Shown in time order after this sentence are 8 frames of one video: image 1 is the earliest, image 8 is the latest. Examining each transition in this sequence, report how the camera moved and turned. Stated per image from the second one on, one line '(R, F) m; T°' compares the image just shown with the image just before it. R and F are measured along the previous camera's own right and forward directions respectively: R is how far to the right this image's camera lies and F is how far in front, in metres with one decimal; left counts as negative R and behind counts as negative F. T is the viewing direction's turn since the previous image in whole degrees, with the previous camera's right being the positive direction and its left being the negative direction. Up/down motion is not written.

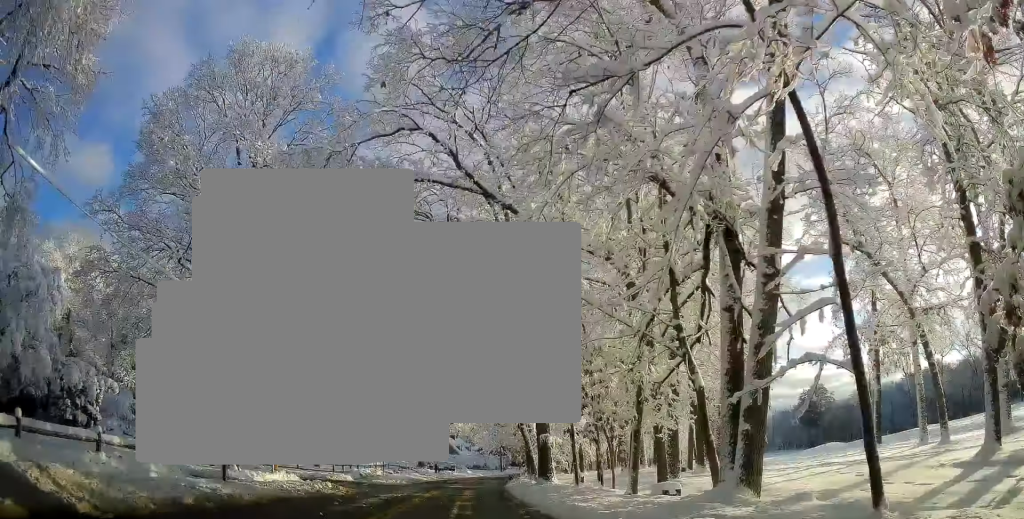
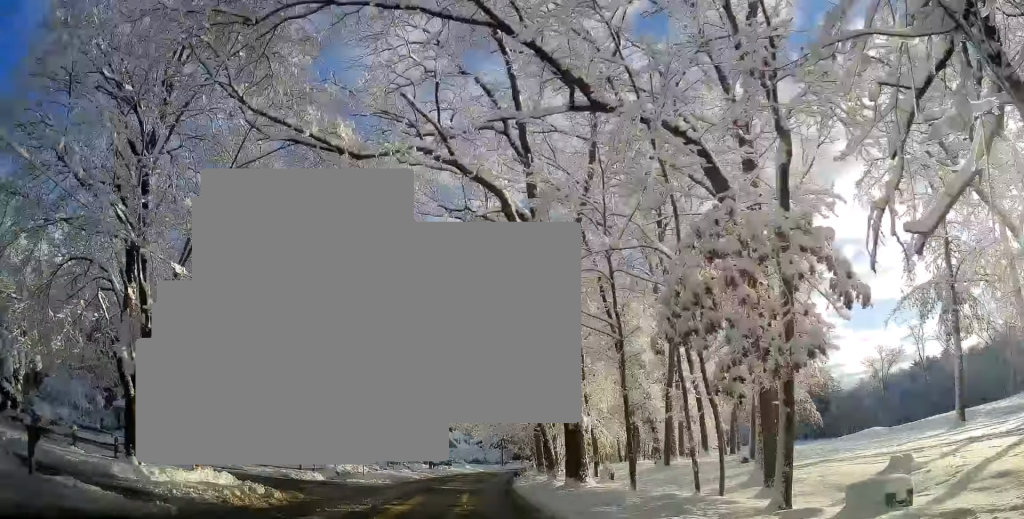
(-0.1, +7.3) m; -2°
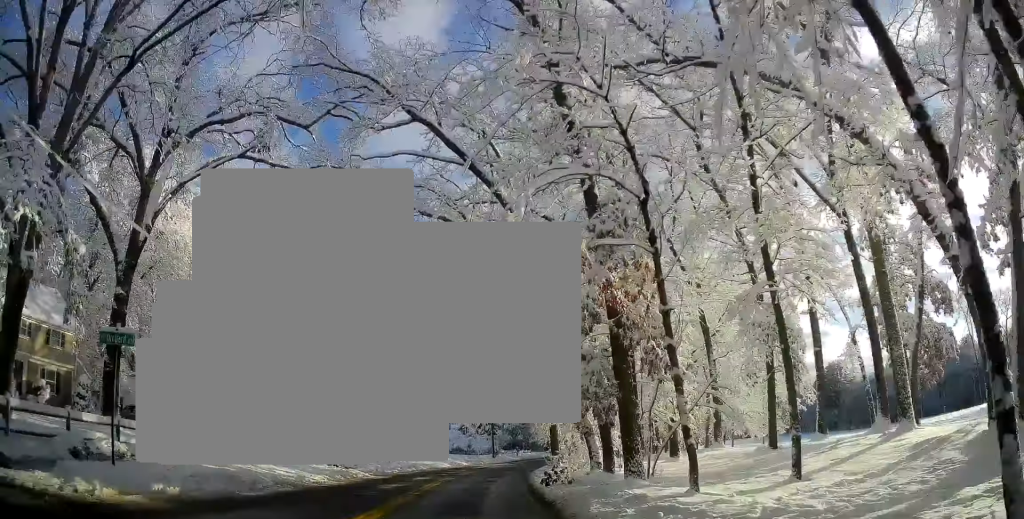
(-0.9, +23.2) m; +2°
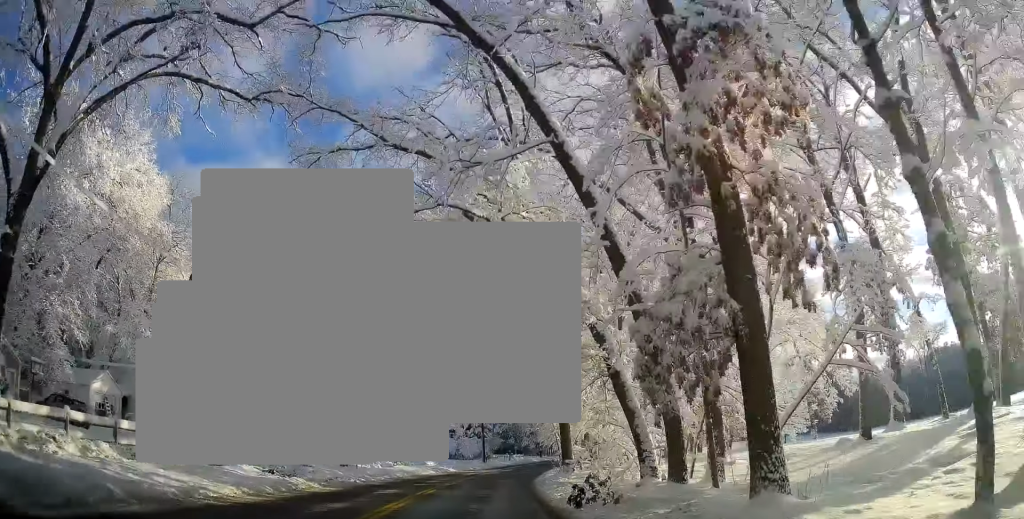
(+0.2, +6.6) m; 0°
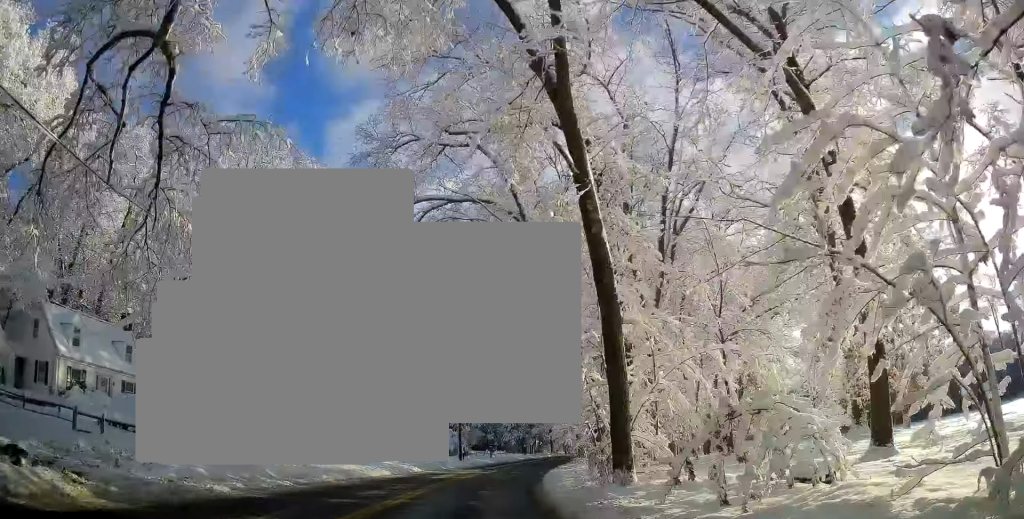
(+0.2, +10.8) m; -1°
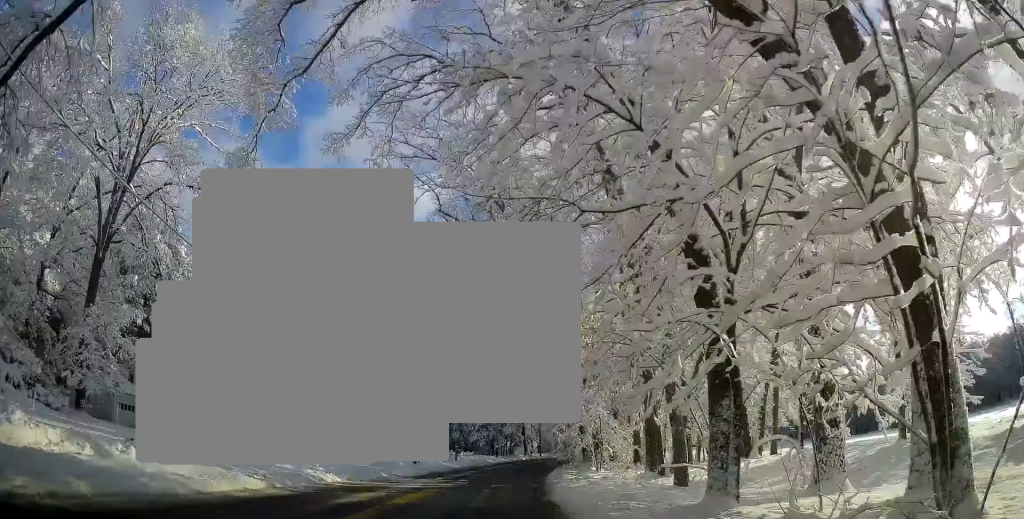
(-0.4, +12.9) m; -1°
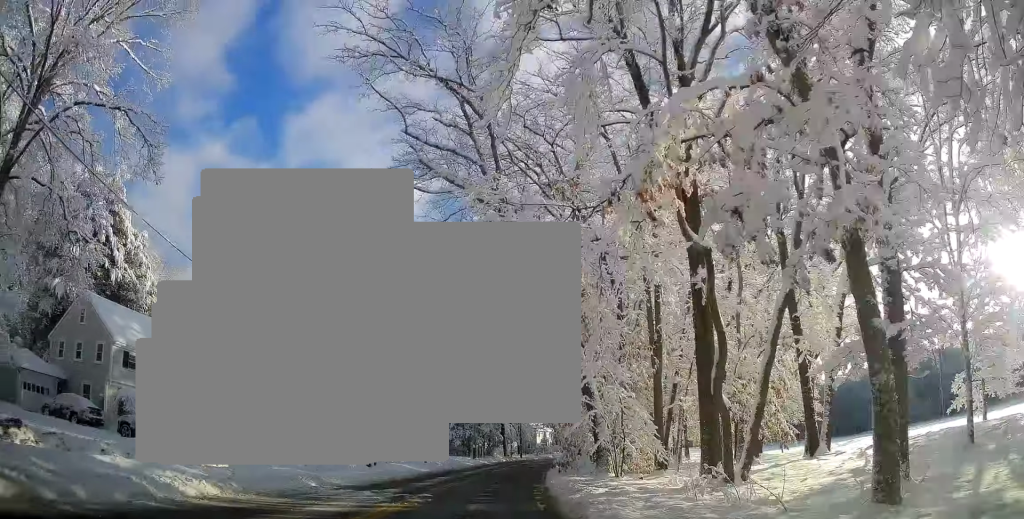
(+0.1, +8.2) m; +1°
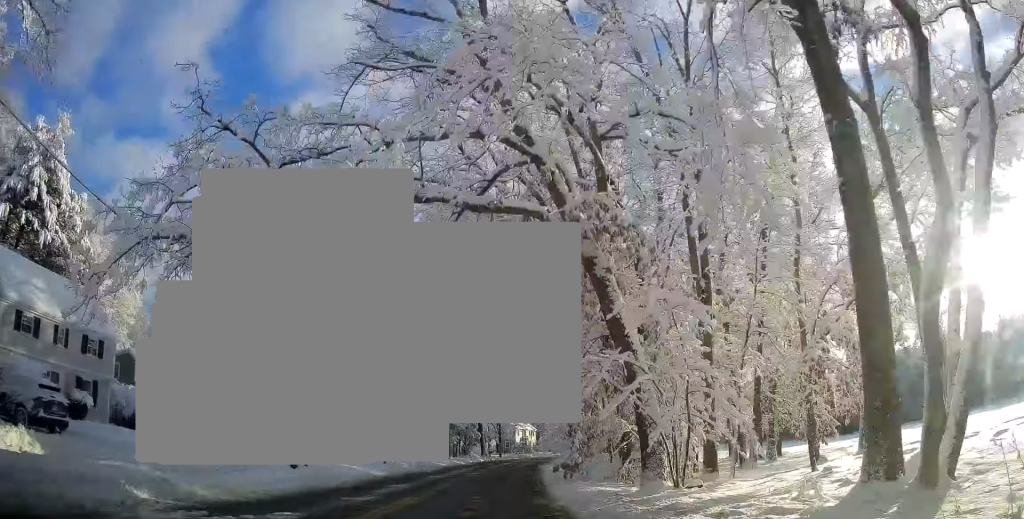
(0.0, +8.1) m; +2°
